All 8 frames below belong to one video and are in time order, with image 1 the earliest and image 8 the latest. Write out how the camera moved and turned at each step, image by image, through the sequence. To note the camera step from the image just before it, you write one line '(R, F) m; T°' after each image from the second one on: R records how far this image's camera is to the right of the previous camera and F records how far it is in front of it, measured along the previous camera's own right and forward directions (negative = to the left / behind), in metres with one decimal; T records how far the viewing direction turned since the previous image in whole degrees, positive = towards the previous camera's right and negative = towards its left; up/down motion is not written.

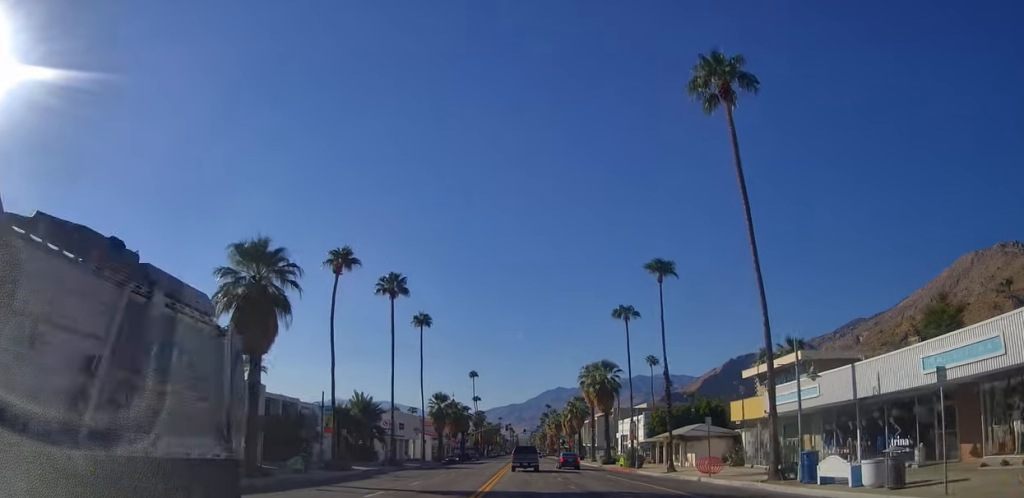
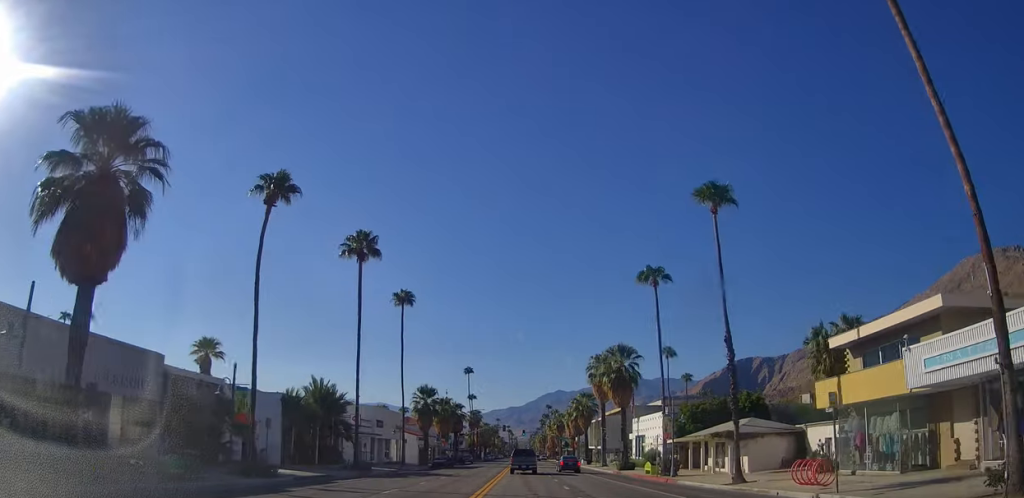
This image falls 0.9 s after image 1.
(+0.1, +12.2) m; 0°
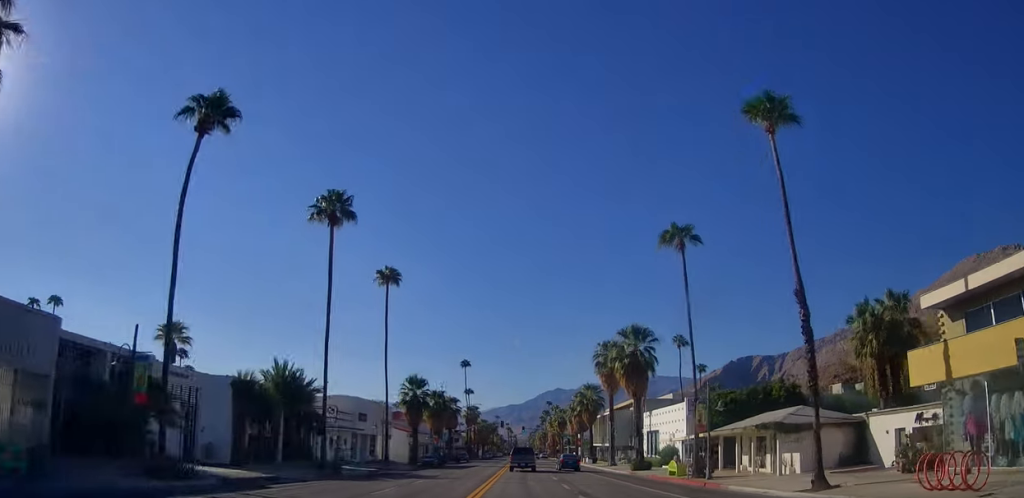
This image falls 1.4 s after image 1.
(+0.1, +7.5) m; -1°
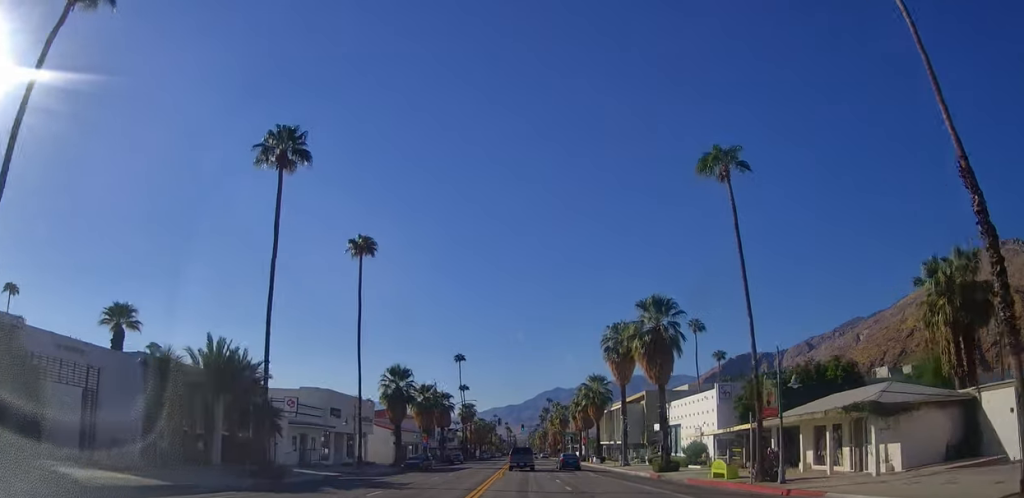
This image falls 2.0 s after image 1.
(-0.3, +8.9) m; -1°
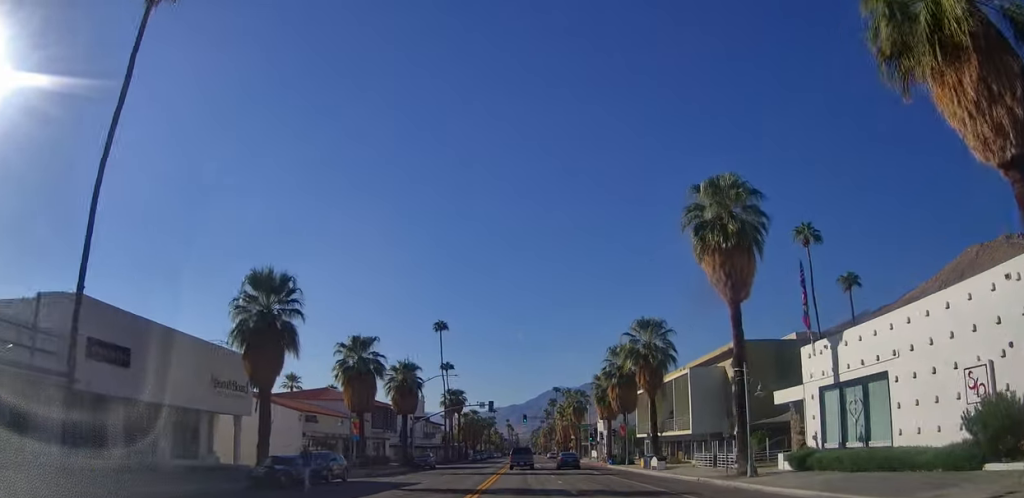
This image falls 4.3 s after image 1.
(-0.3, +32.1) m; -1°
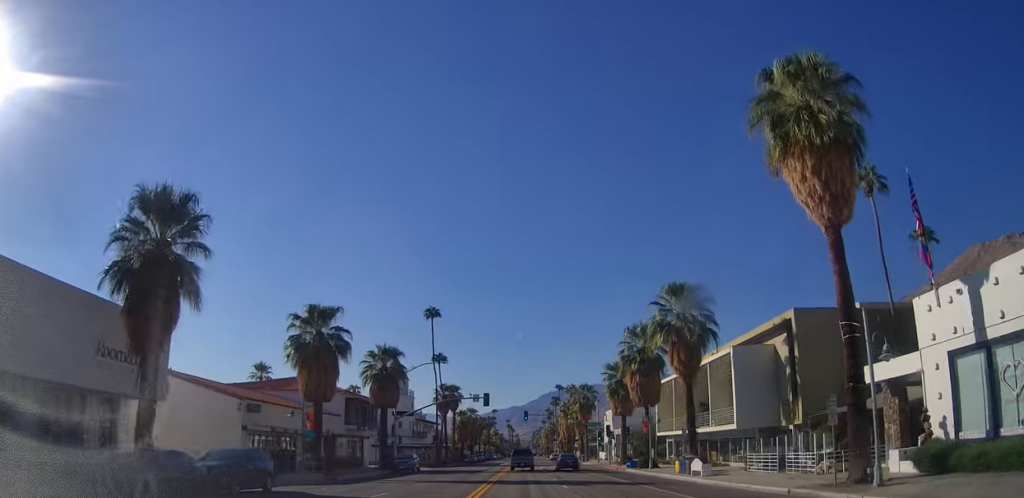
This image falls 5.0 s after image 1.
(0.0, +9.8) m; 0°
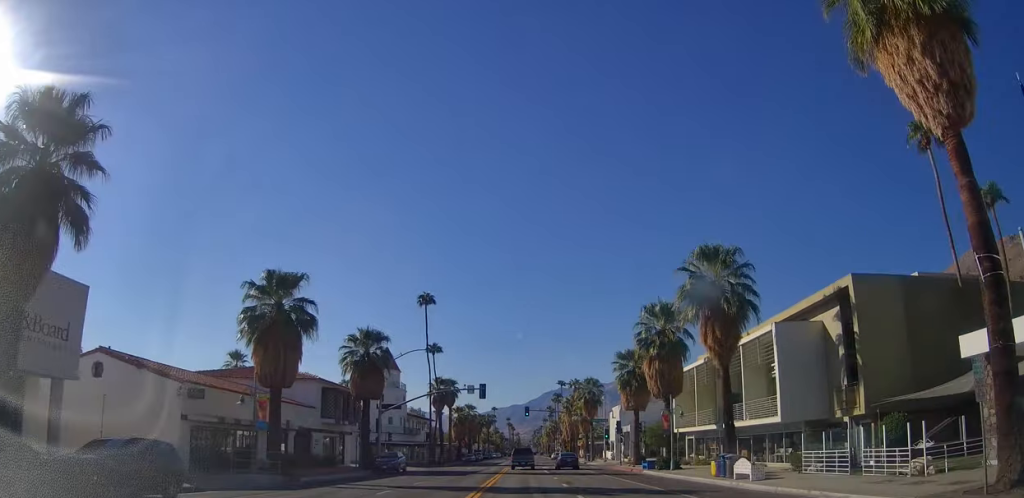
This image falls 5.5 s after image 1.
(0.0, +6.5) m; 0°
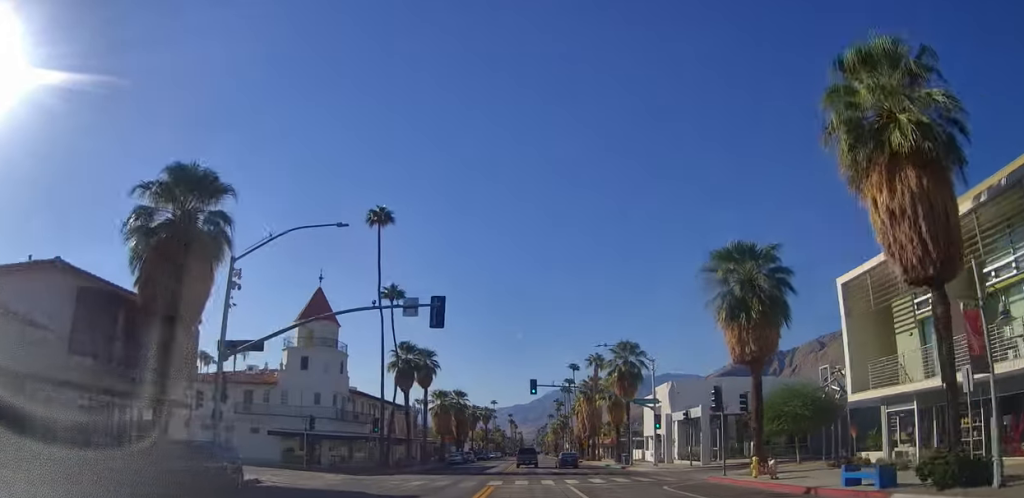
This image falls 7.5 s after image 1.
(0.0, +28.8) m; 0°
